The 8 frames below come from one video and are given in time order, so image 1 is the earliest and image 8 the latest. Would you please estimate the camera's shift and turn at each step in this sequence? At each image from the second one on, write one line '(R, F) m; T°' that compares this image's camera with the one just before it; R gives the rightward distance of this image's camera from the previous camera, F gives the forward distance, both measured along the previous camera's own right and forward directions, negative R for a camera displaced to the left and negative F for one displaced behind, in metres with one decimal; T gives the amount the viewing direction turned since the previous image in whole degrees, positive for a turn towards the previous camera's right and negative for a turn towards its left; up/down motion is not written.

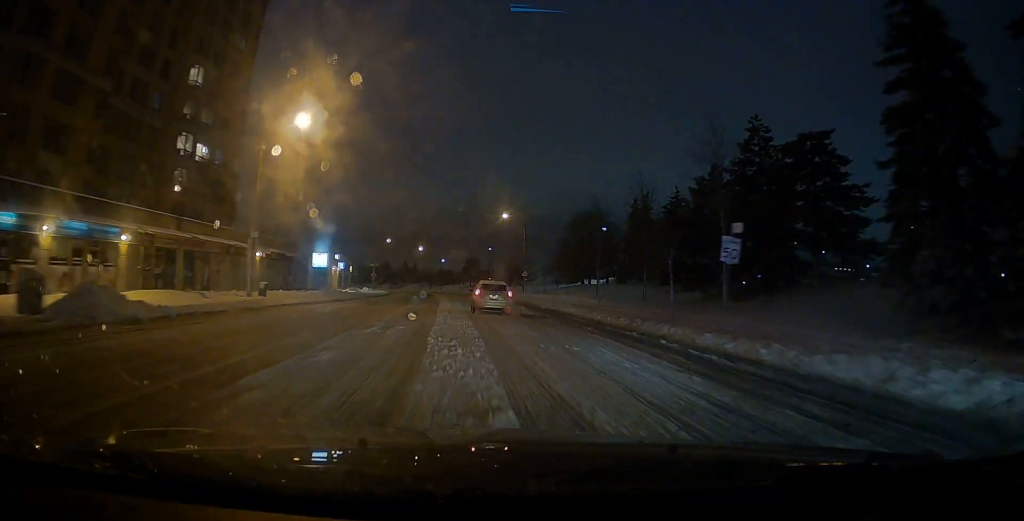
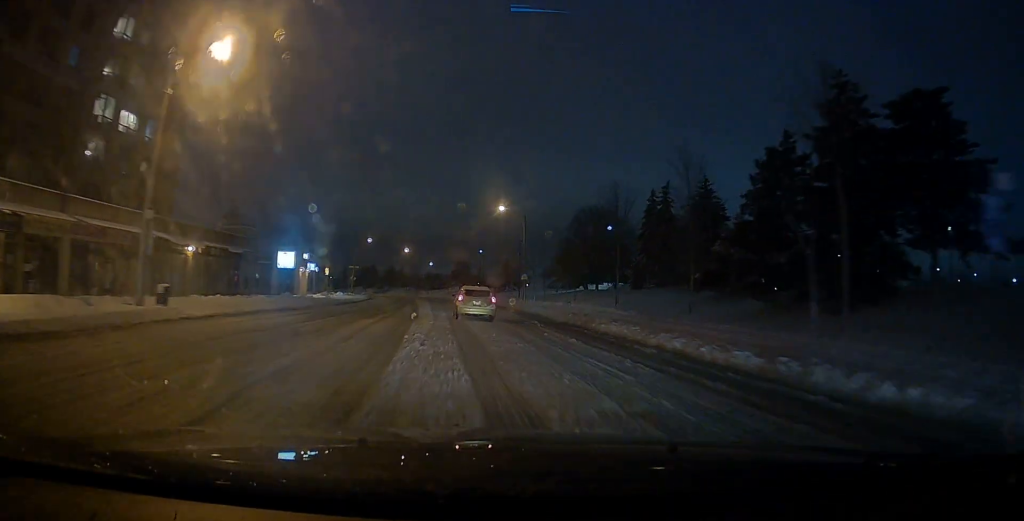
(0.0, +9.8) m; -1°
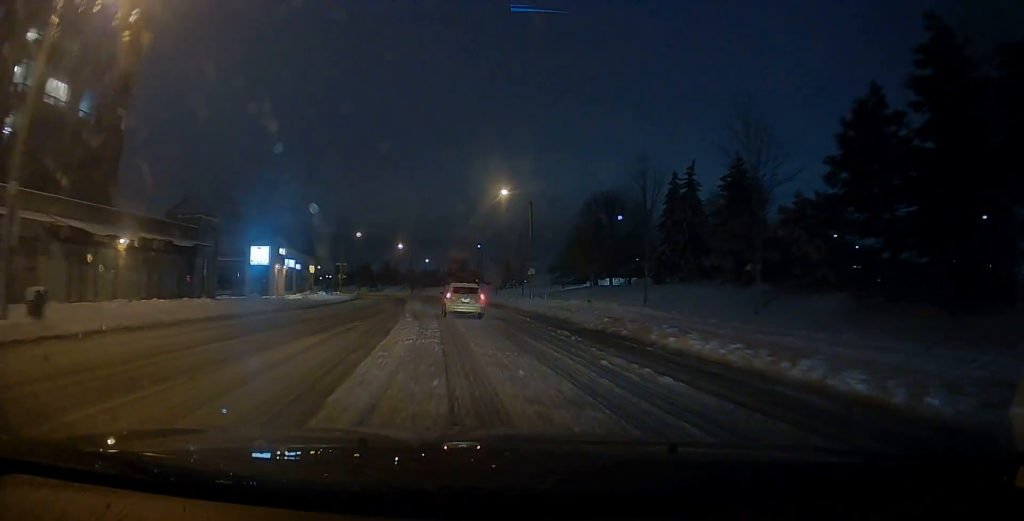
(+0.1, +7.5) m; -2°
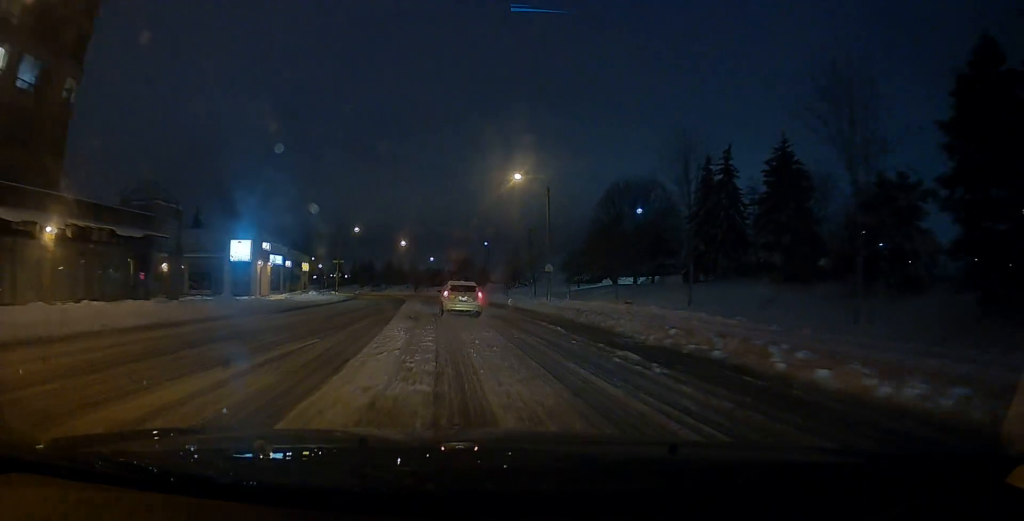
(-0.4, +6.7) m; 0°
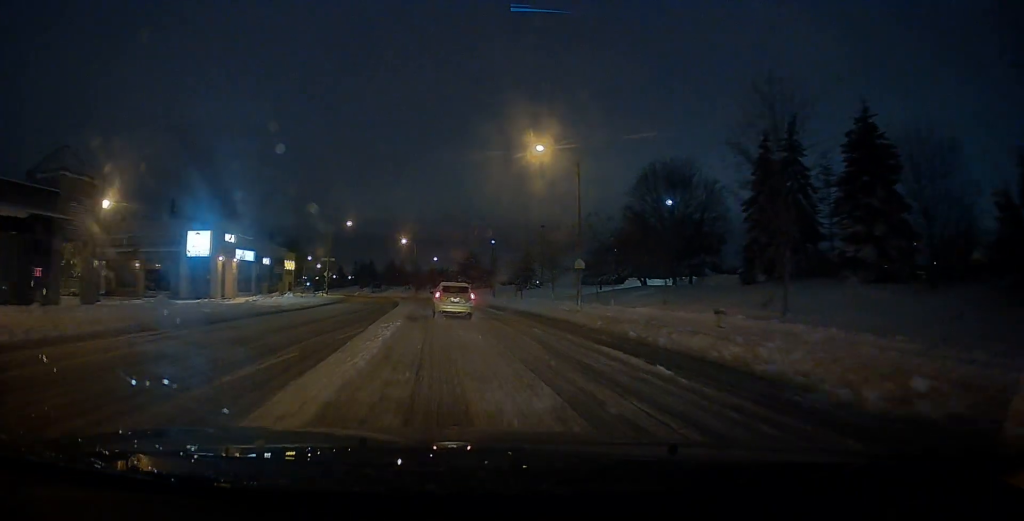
(-0.1, +9.5) m; +2°
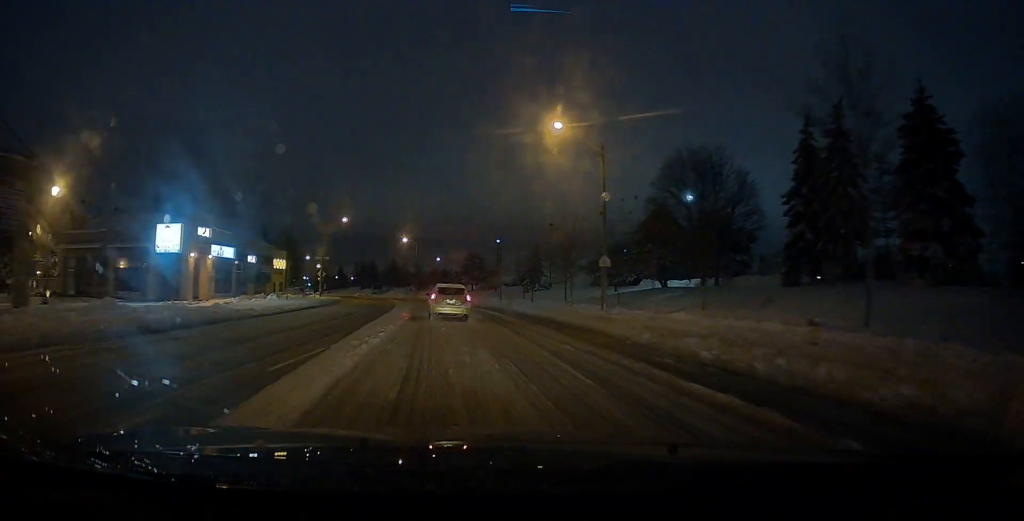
(0.0, +5.2) m; +2°
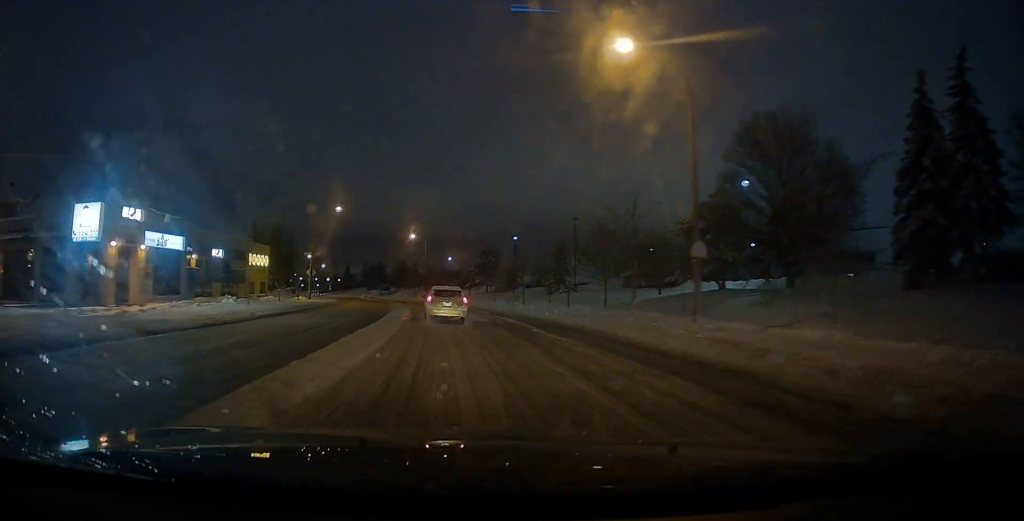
(+0.5, +10.4) m; 0°
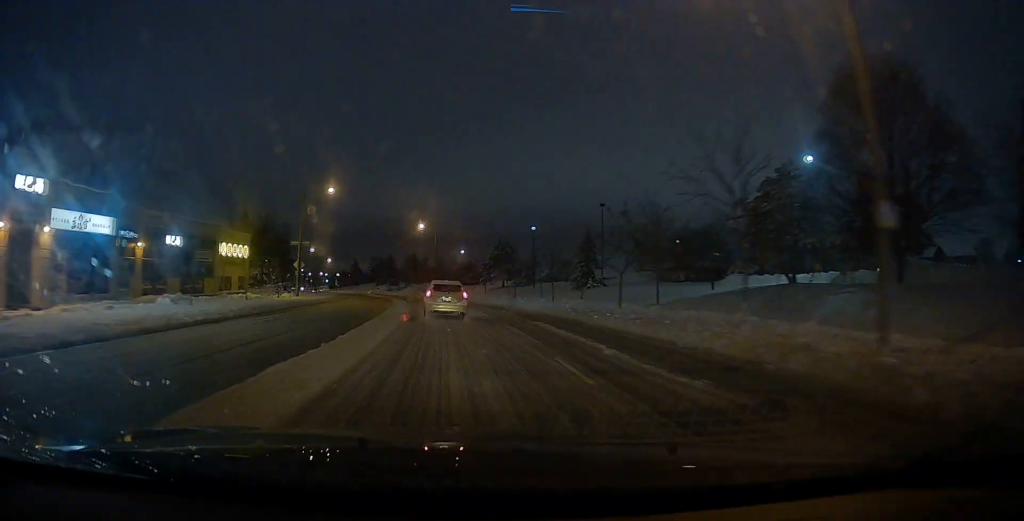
(-0.1, +8.8) m; -2°
